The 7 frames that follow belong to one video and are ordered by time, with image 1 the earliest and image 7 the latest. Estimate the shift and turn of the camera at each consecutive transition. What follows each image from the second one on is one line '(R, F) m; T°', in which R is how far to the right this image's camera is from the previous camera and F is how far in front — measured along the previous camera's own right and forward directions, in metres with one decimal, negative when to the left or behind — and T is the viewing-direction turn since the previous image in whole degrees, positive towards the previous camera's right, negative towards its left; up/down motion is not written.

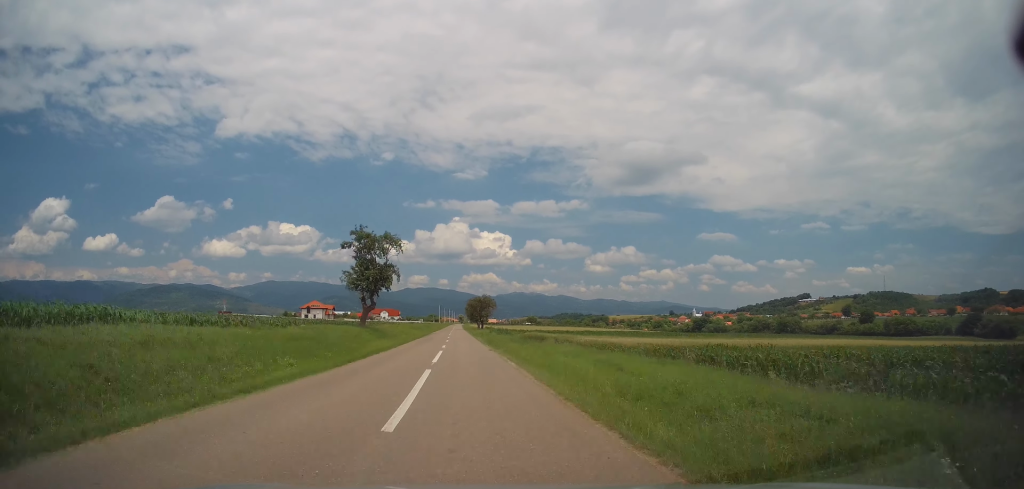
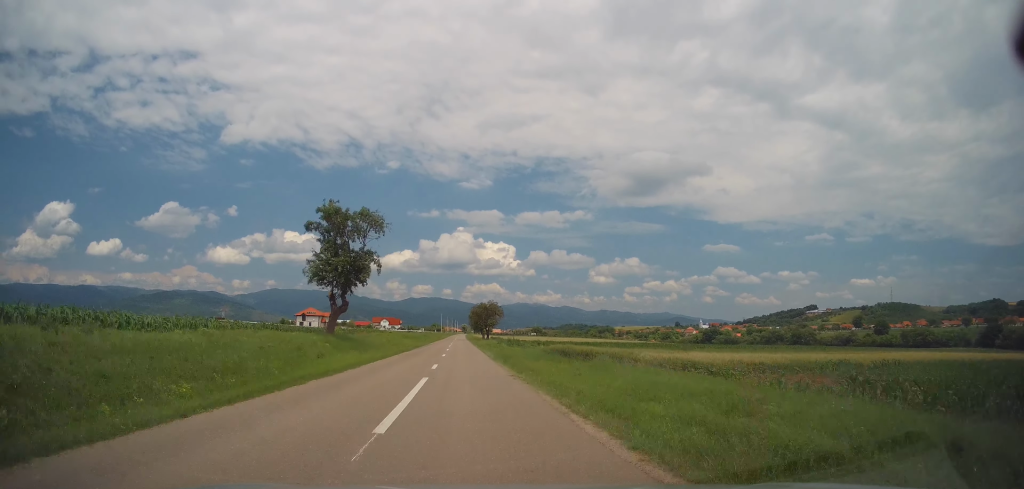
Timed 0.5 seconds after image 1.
(-0.2, +11.7) m; 0°
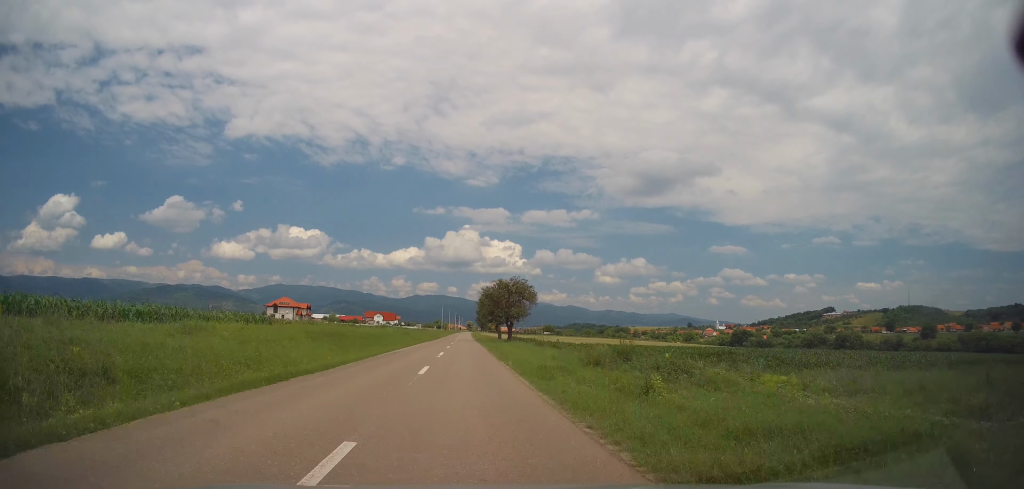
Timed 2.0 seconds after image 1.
(-0.4, +40.5) m; -1°
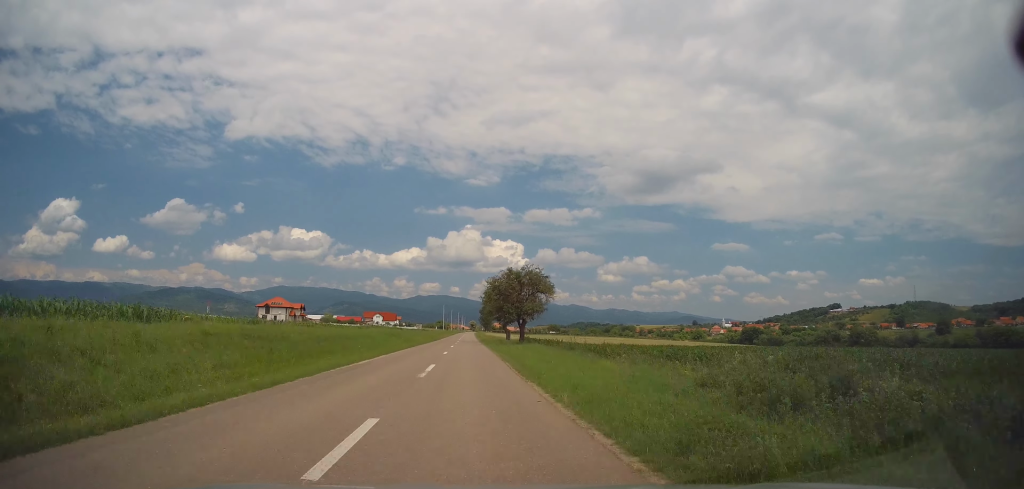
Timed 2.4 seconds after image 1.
(-0.1, +10.8) m; 0°
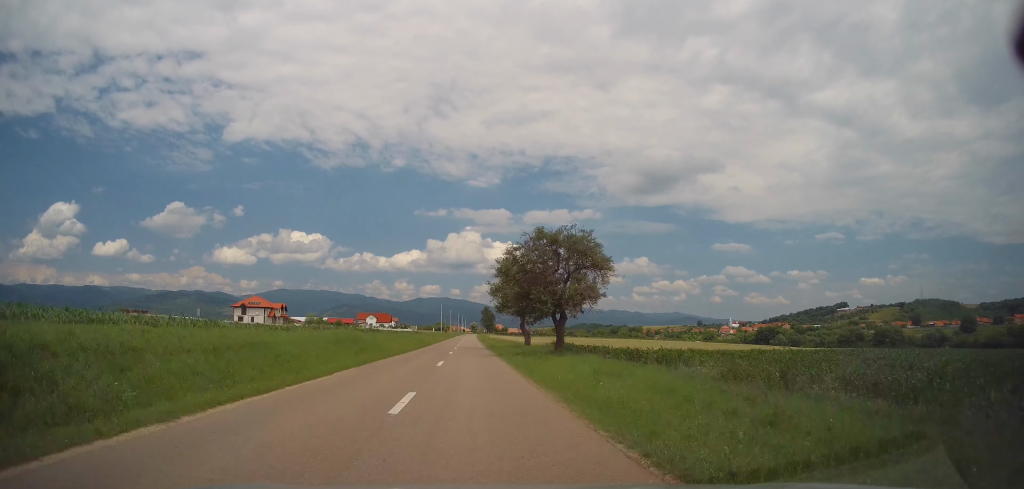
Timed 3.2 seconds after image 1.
(-0.2, +19.9) m; 0°
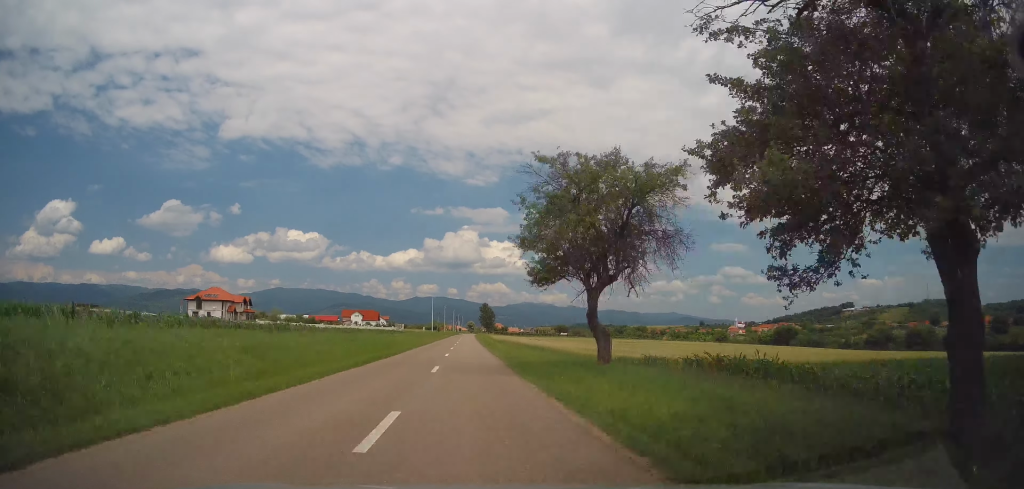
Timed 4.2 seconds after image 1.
(+0.3, +26.9) m; 0°
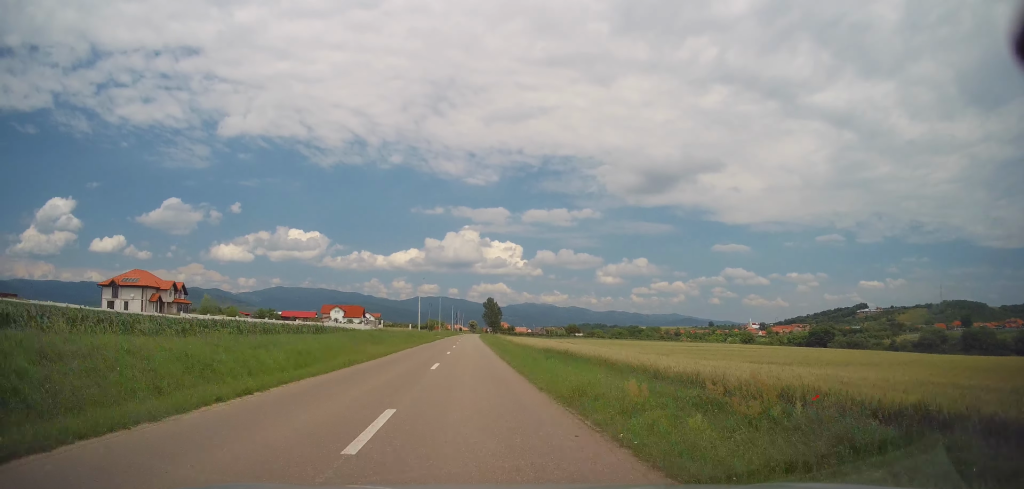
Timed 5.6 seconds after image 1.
(-0.1, +36.0) m; 0°
